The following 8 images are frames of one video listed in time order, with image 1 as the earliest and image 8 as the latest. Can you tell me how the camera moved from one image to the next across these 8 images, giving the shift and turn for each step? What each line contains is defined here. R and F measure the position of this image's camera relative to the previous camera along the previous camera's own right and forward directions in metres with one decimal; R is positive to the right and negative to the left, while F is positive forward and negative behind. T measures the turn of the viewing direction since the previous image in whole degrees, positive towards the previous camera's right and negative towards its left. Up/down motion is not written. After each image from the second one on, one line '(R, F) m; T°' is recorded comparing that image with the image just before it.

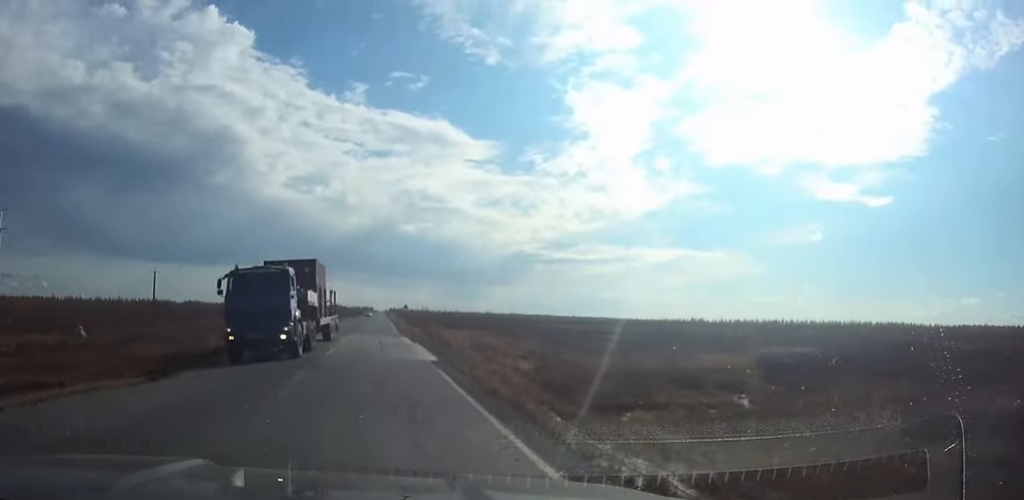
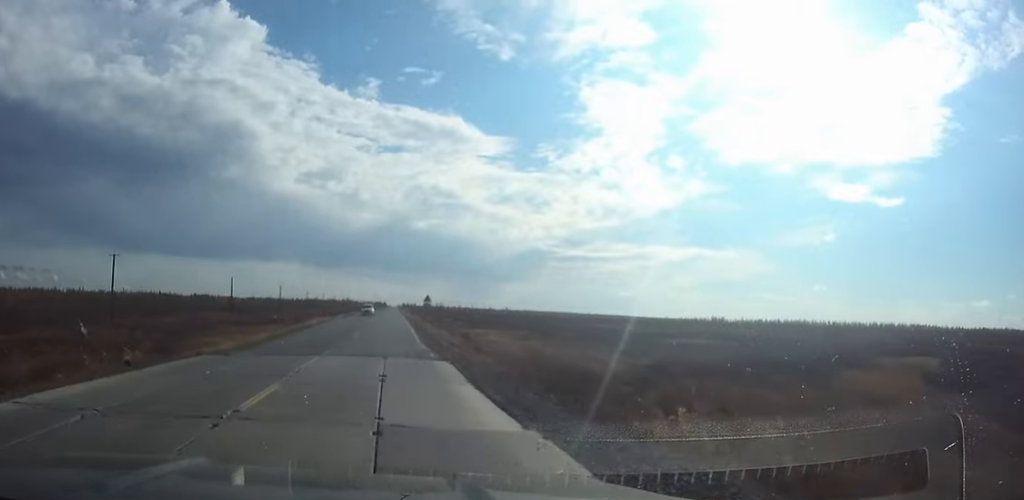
(-0.1, +27.7) m; 0°
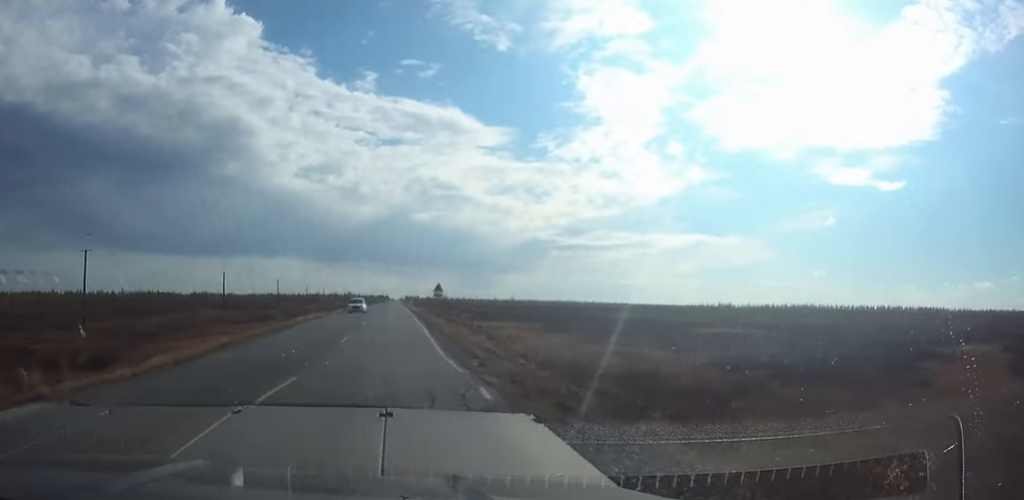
(0.0, +12.4) m; 0°
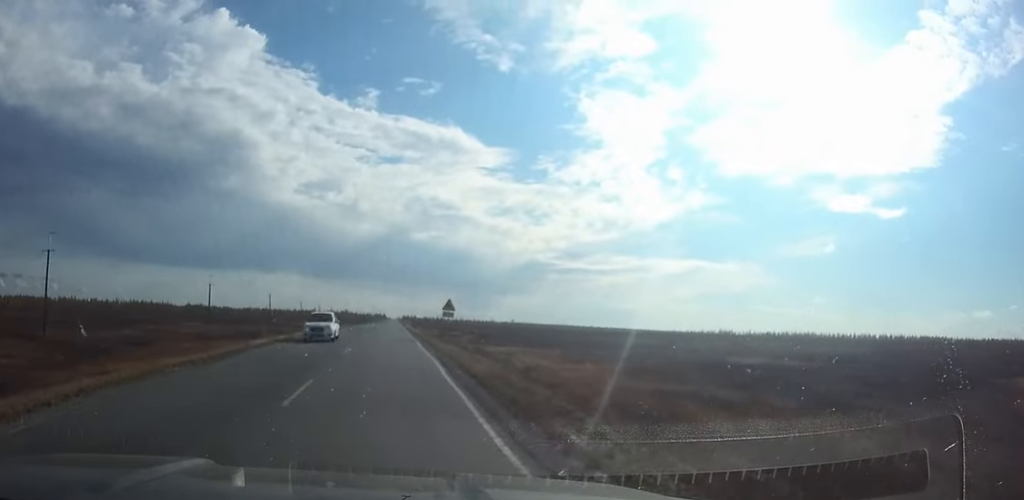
(0.0, +11.9) m; 0°
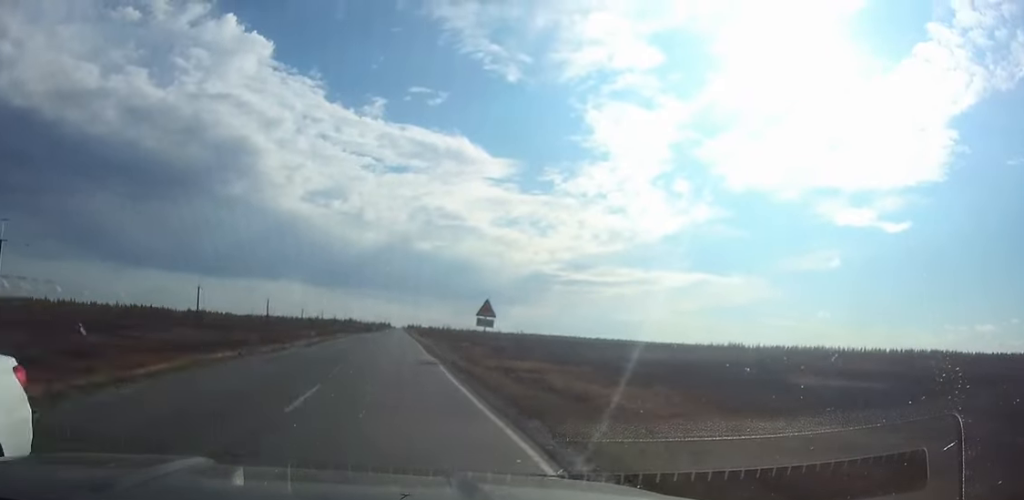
(0.0, +15.0) m; 0°
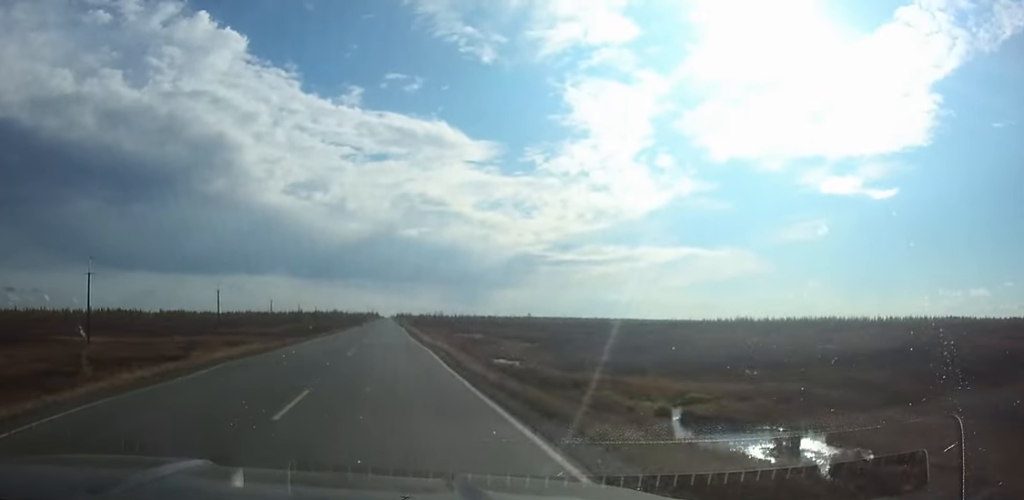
(+0.4, +51.8) m; +1°
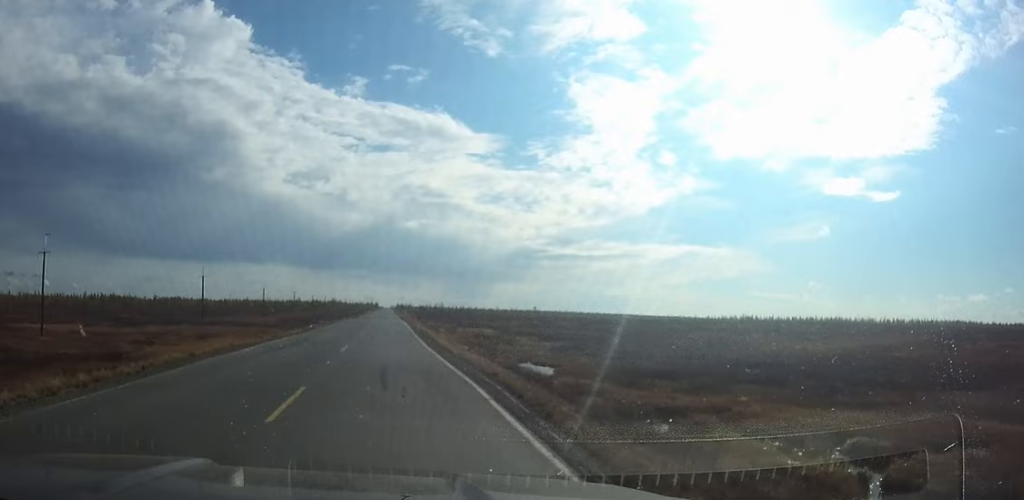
(0.0, +15.3) m; 0°
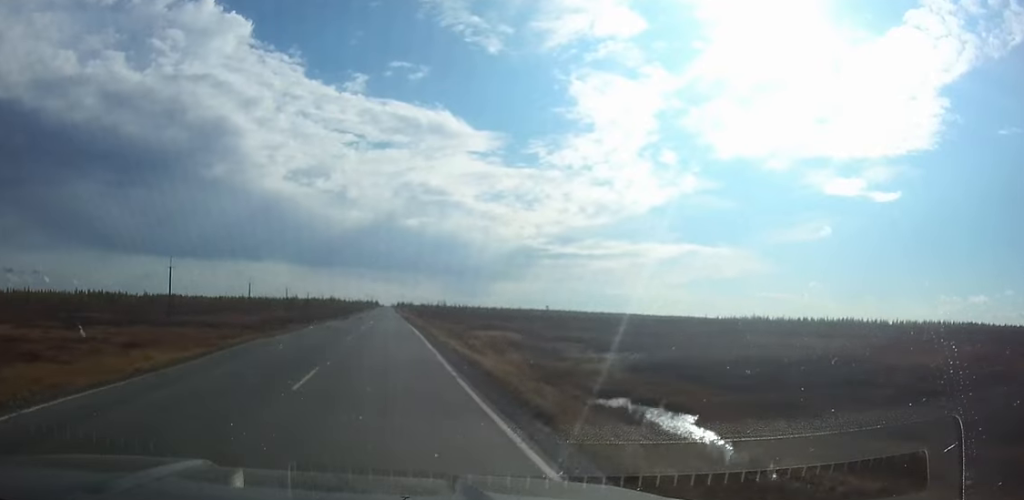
(0.0, +24.1) m; 0°
